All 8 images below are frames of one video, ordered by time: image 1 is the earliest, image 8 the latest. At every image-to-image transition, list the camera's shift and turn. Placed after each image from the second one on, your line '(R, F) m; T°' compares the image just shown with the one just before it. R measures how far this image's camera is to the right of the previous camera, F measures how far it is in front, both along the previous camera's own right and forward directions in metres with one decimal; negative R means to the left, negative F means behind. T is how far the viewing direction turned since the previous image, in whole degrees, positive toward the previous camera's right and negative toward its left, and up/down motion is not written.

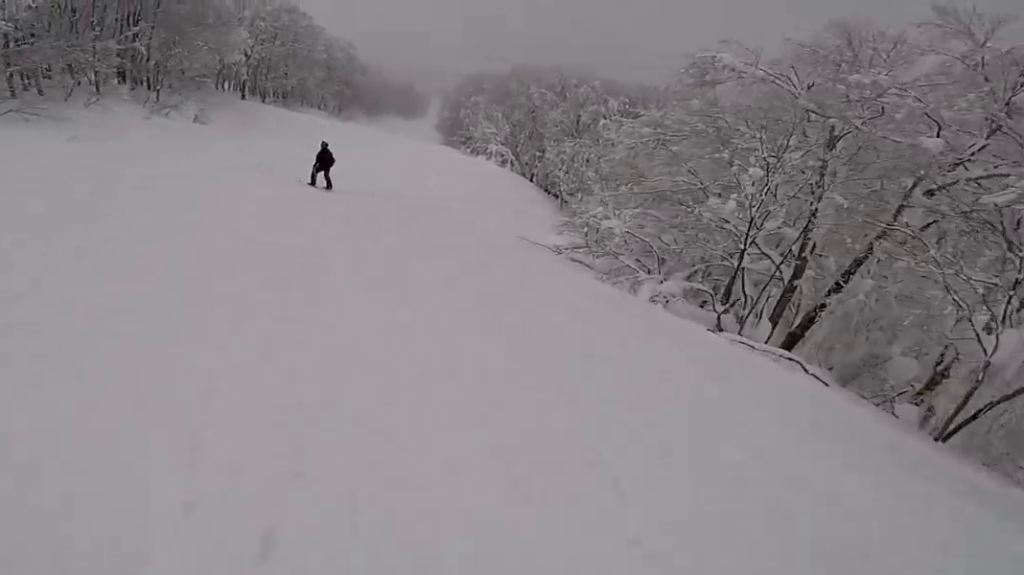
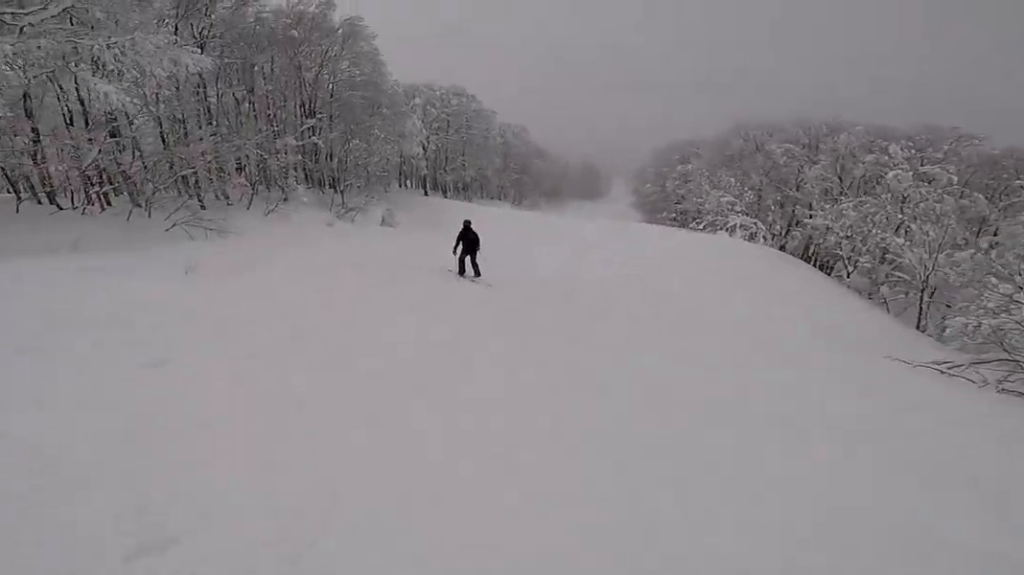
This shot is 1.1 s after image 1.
(-1.2, +5.0) m; -10°
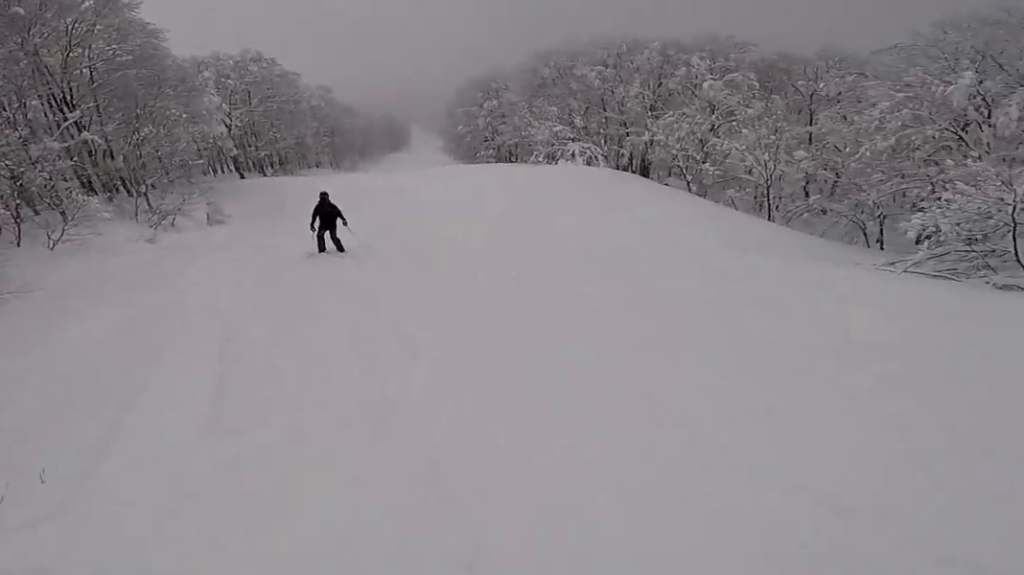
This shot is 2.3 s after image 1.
(+0.6, +4.7) m; +14°
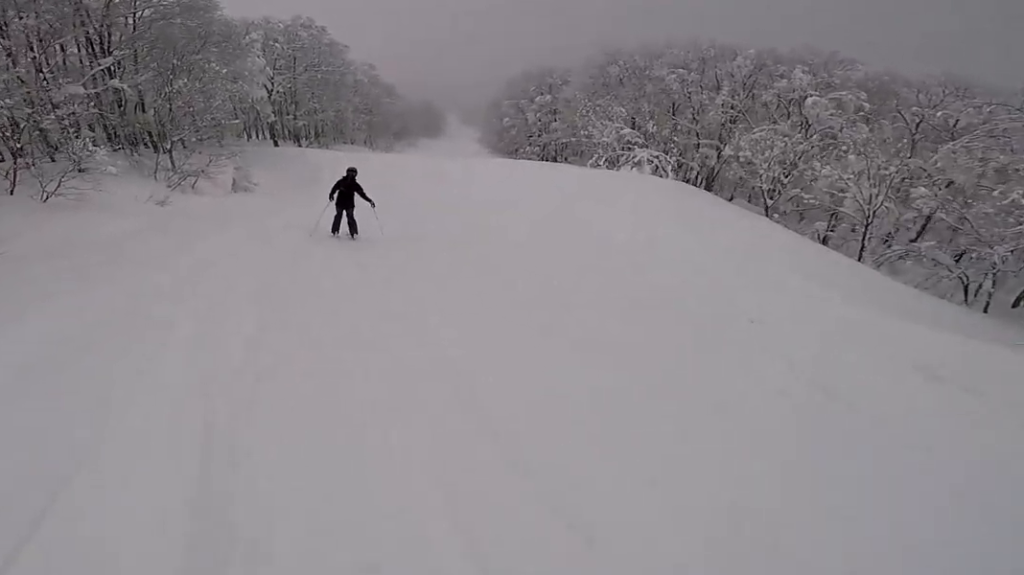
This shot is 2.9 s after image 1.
(+0.3, +3.1) m; +3°
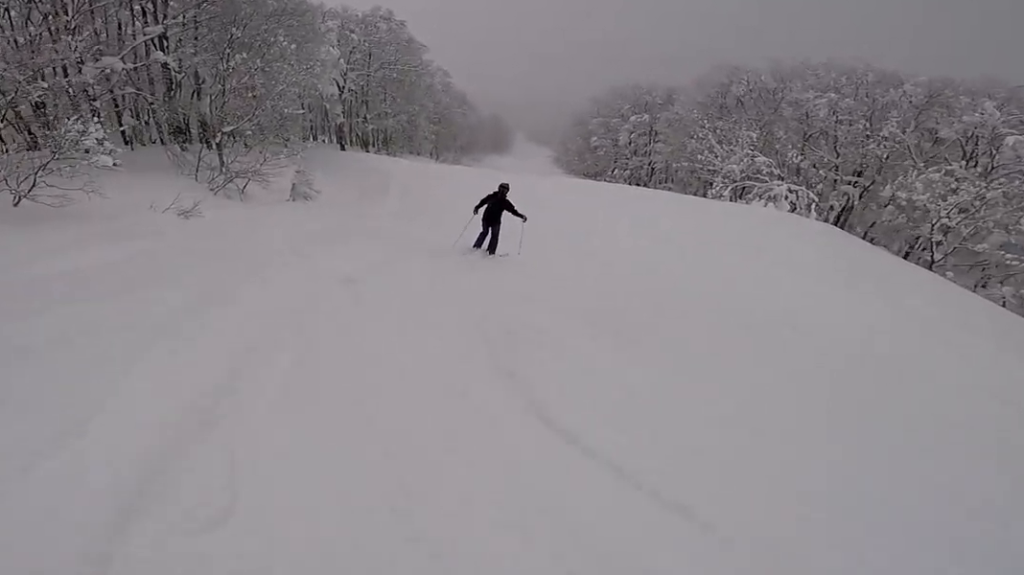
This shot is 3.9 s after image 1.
(-0.4, +4.4) m; 0°
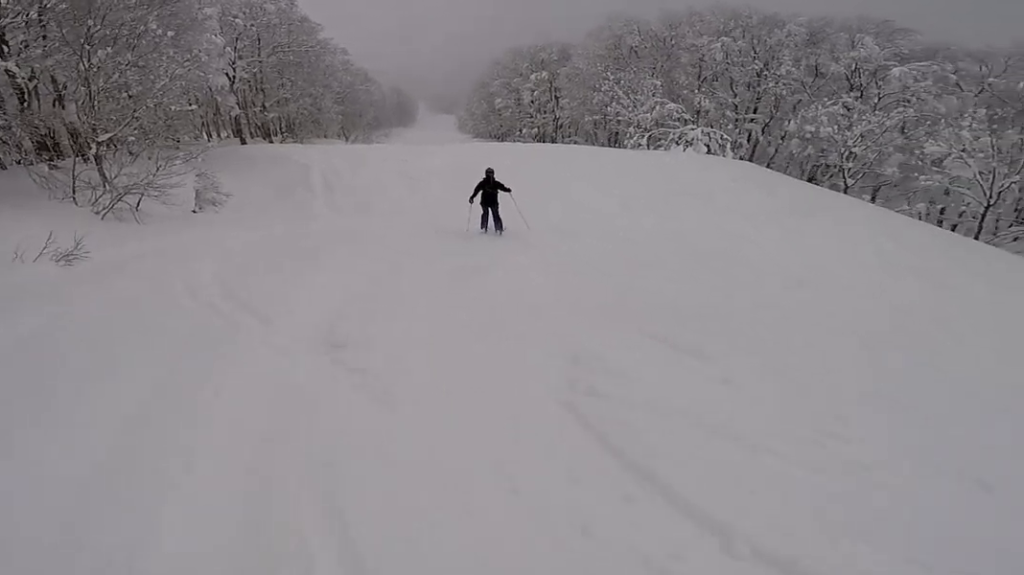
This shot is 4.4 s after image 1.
(-0.3, +2.0) m; +10°
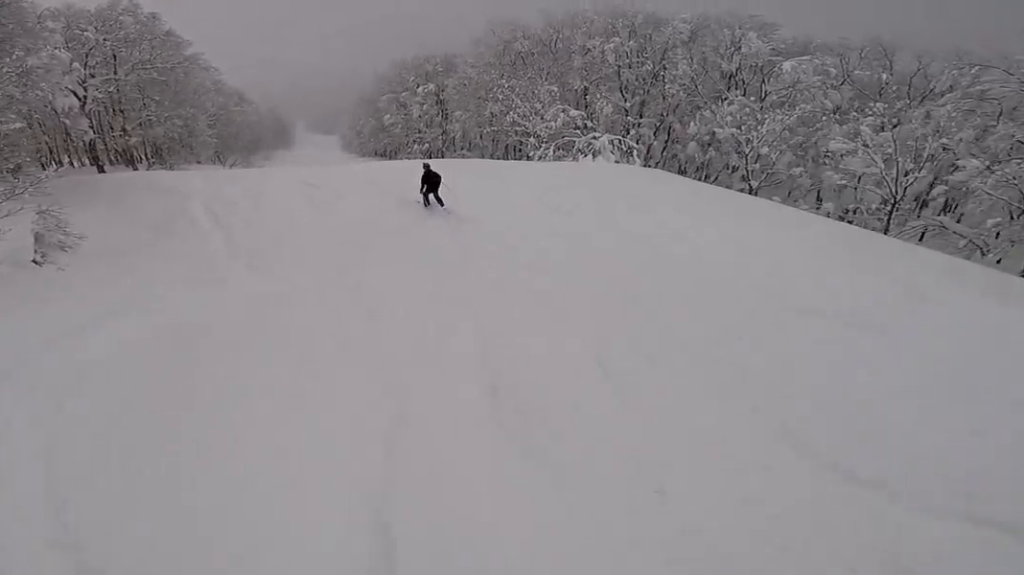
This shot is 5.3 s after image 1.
(+1.0, +4.0) m; +3°
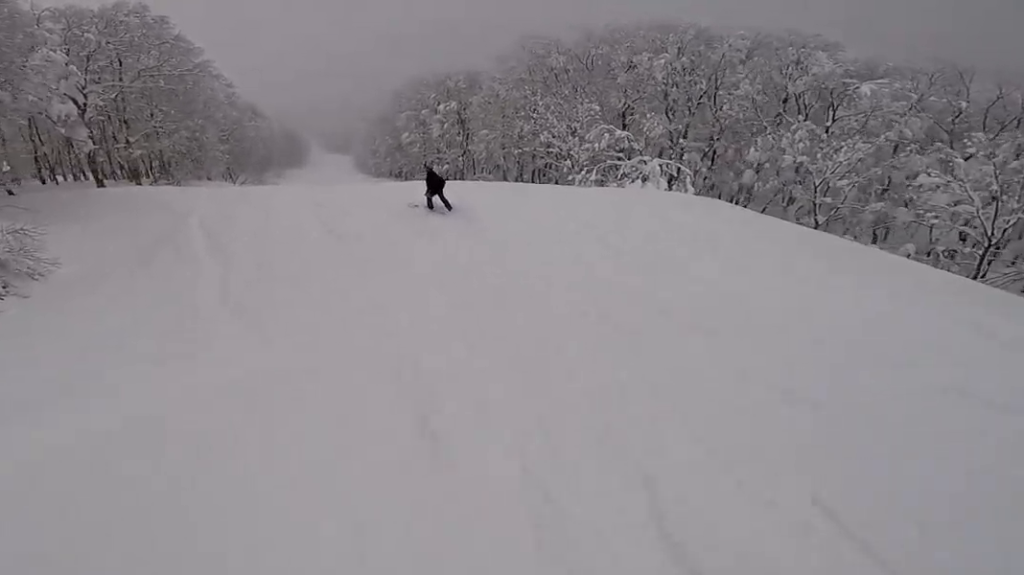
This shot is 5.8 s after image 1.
(+0.1, +2.5) m; -2°
